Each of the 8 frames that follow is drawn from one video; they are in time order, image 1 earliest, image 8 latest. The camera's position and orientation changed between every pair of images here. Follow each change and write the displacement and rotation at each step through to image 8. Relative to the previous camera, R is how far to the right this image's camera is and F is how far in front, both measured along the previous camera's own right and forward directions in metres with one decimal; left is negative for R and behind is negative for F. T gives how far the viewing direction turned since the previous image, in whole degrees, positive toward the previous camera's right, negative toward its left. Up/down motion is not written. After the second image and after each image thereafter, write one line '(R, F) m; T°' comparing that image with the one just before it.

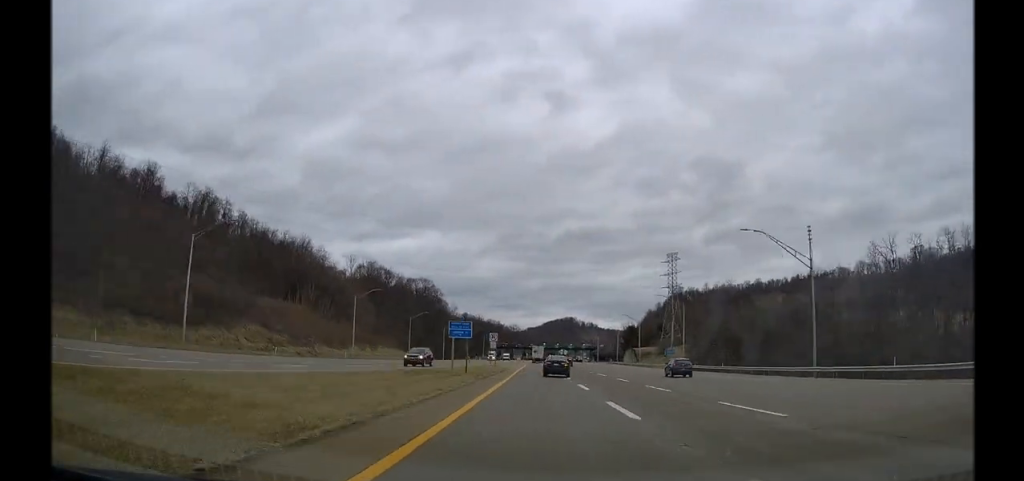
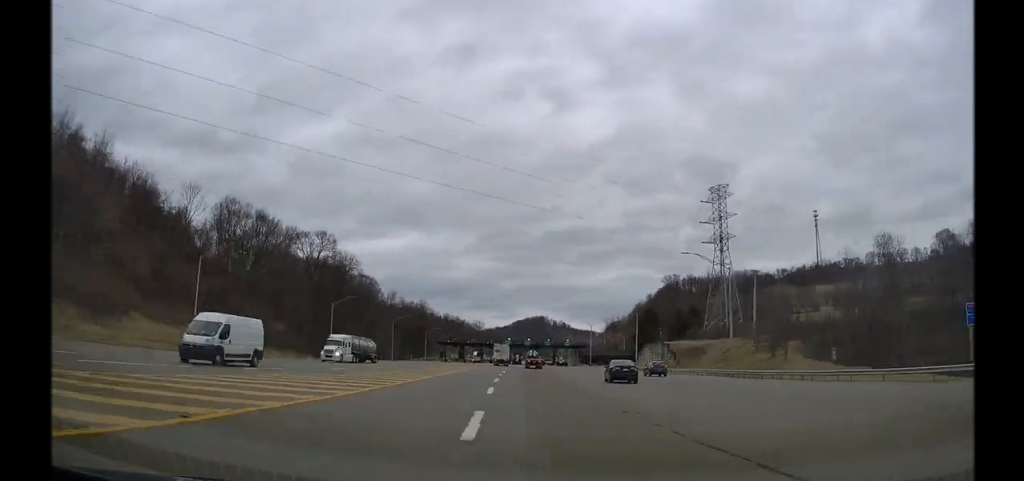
(+1.9, +88.8) m; +2°
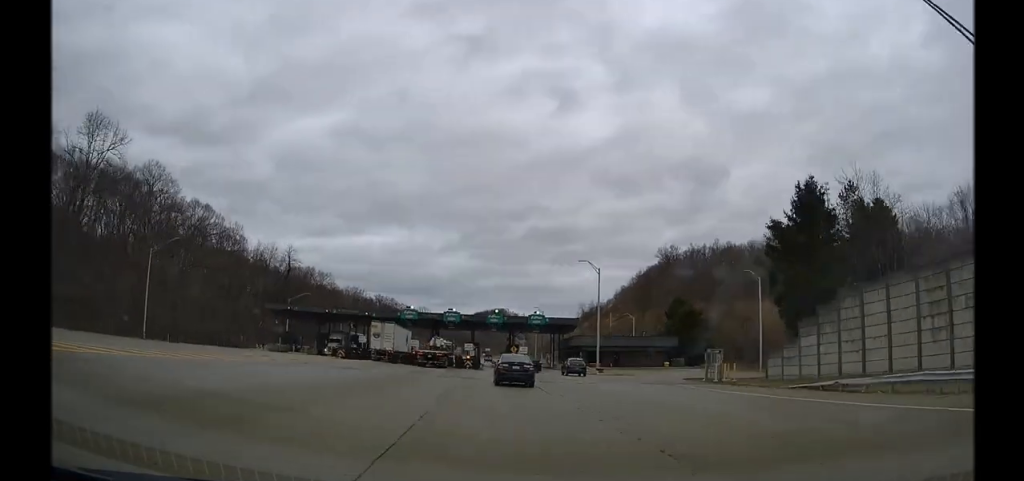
(+1.1, +74.4) m; -1°
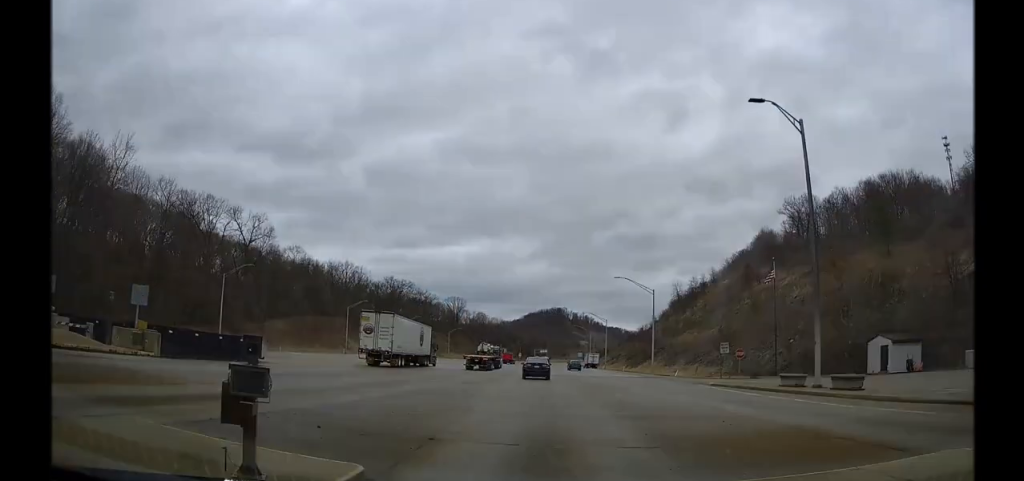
(-2.8, +101.3) m; -1°
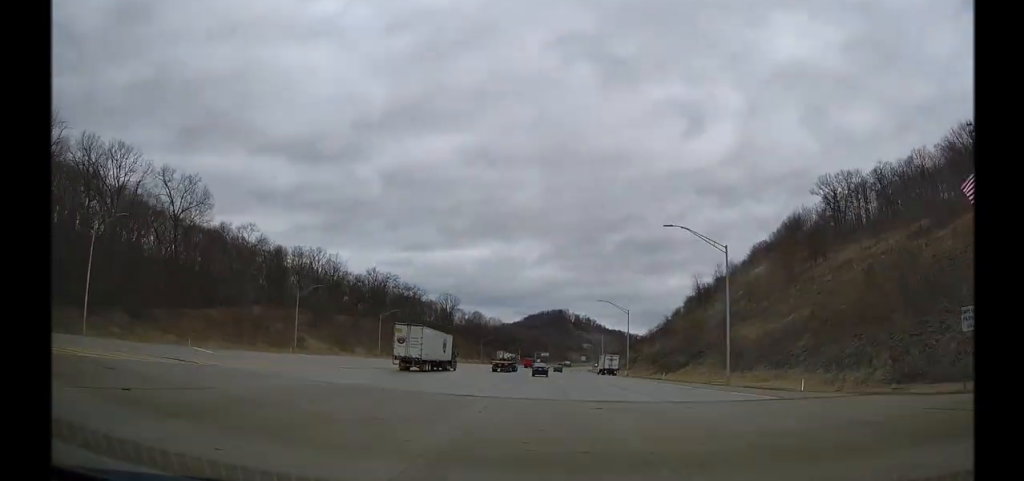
(+0.2, +52.9) m; +1°
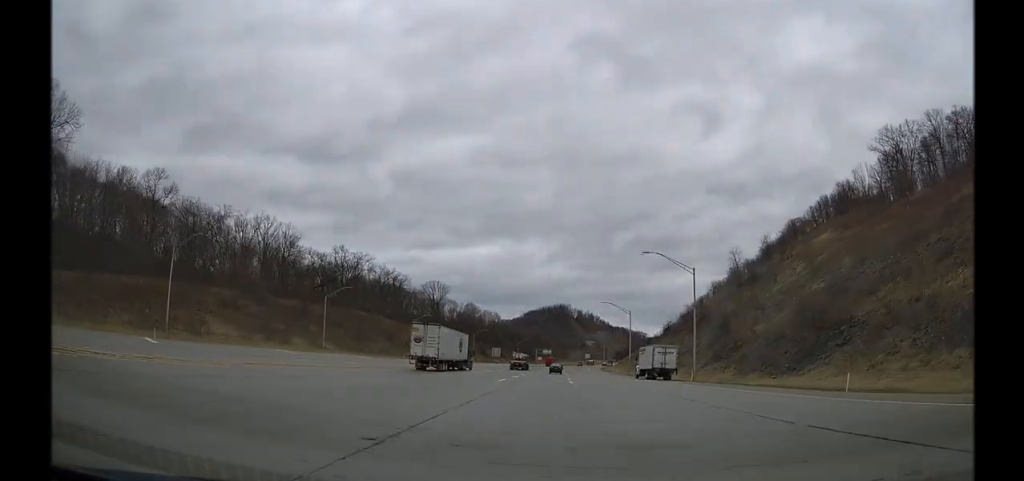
(-0.5, +48.2) m; +1°
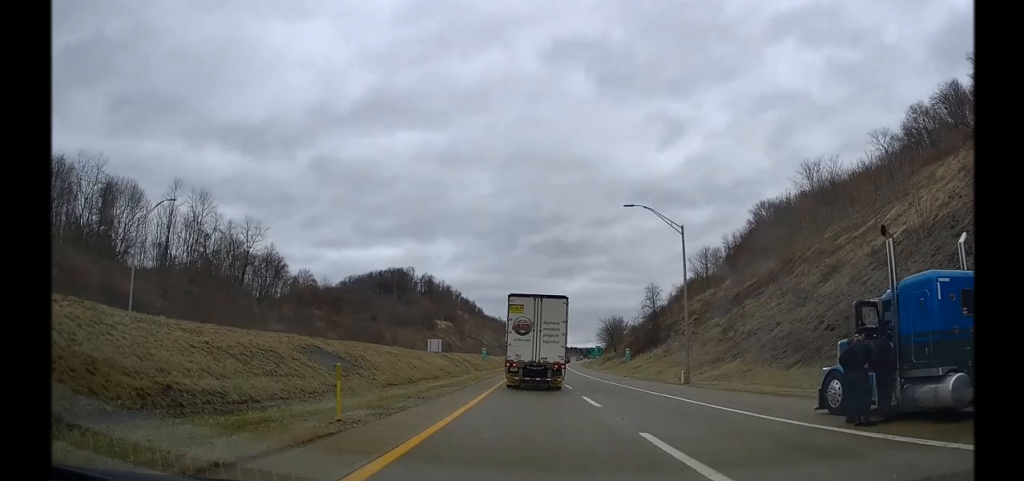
(+31.5, +334.6) m; +12°
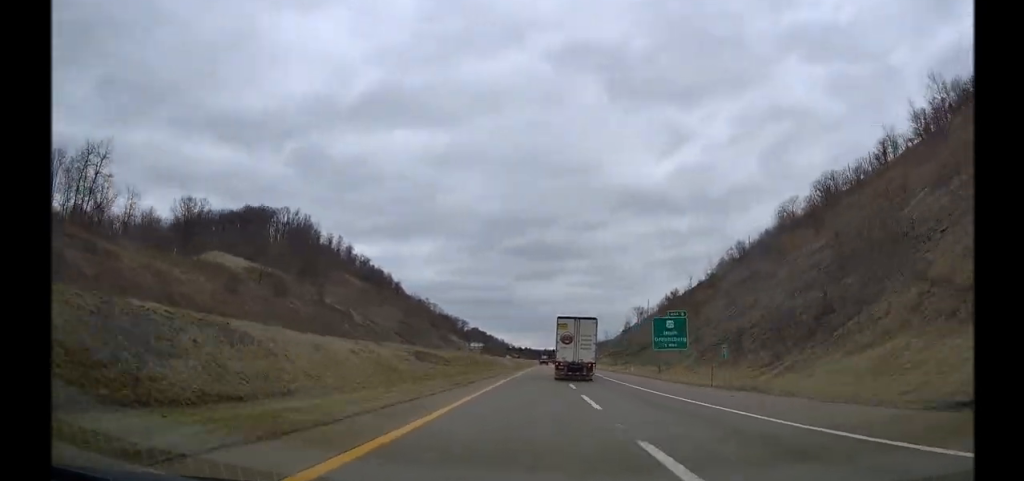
(+11.2, +222.6) m; +4°
